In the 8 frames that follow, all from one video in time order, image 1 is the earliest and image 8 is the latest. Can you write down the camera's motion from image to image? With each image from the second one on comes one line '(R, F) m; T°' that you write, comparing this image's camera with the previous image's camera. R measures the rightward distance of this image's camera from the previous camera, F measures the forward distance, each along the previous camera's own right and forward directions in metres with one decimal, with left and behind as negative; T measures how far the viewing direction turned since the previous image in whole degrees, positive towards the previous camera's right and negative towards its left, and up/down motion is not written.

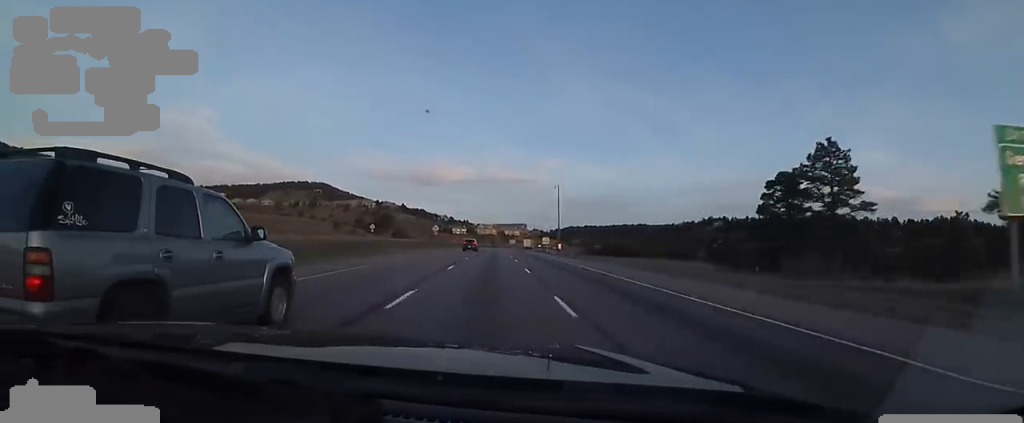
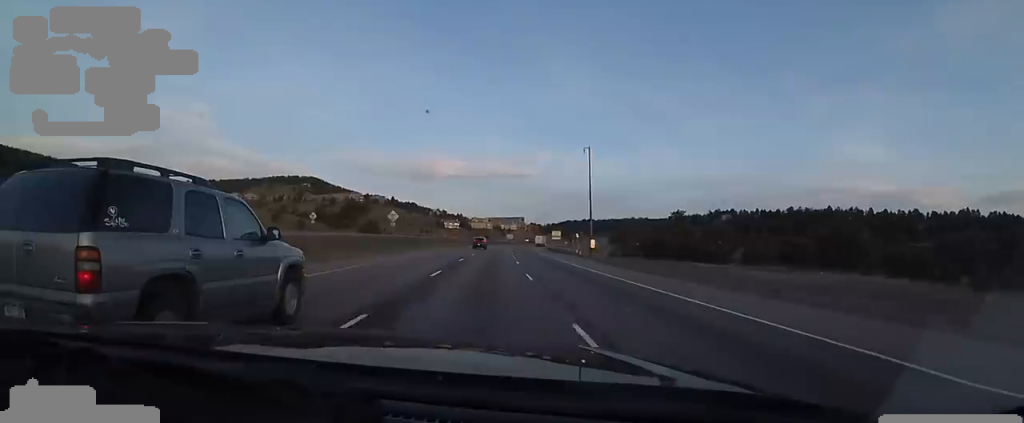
(0.0, +40.0) m; 0°
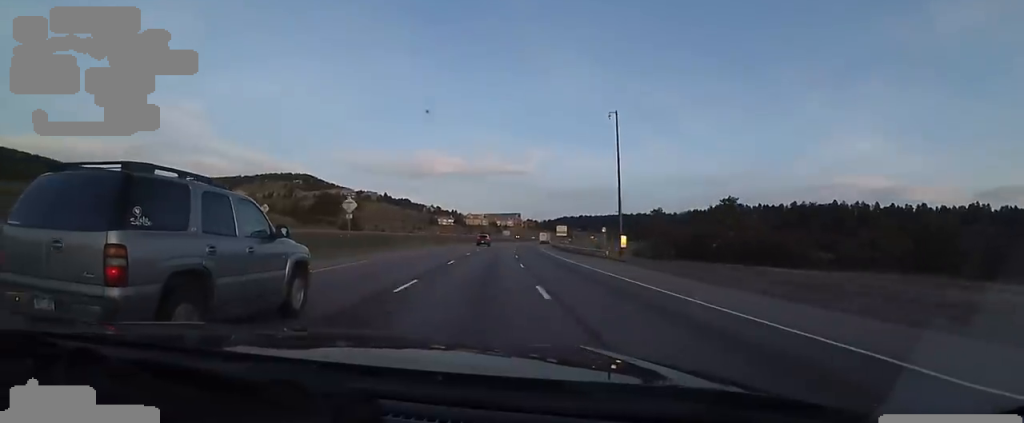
(0.0, +18.0) m; 0°
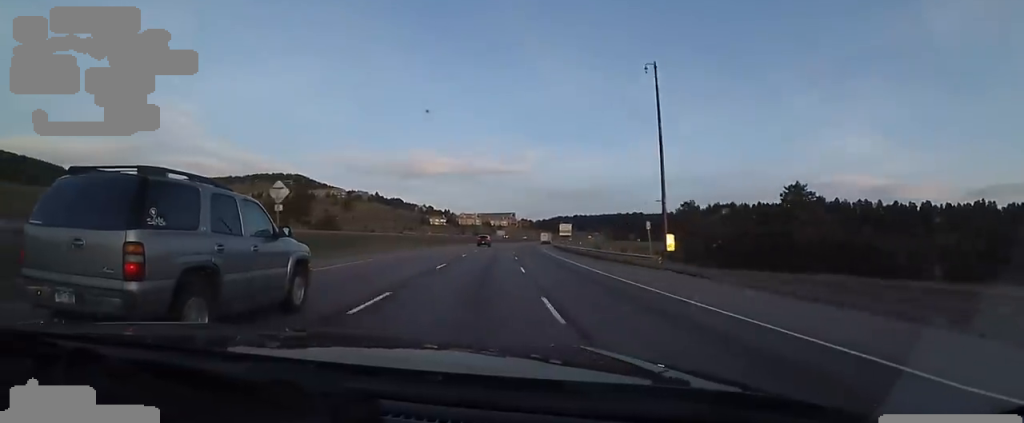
(0.0, +14.9) m; +1°
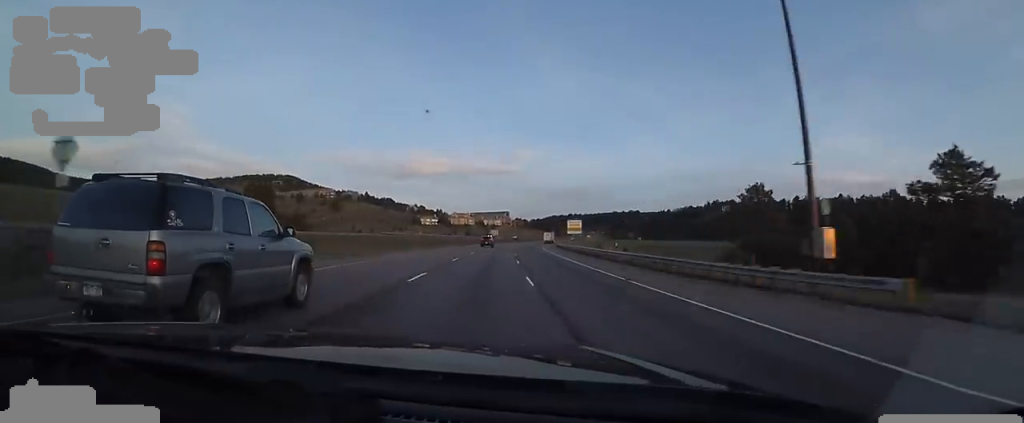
(-0.2, +18.2) m; +2°
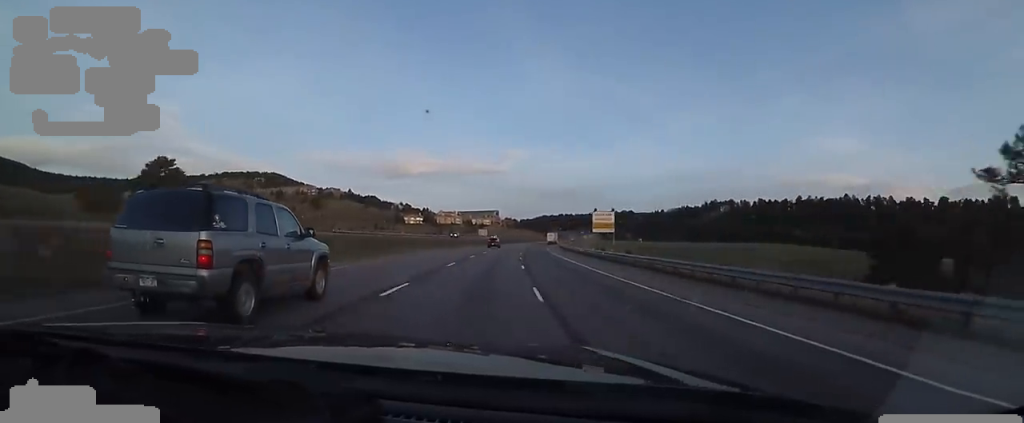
(+1.0, +28.1) m; +3°
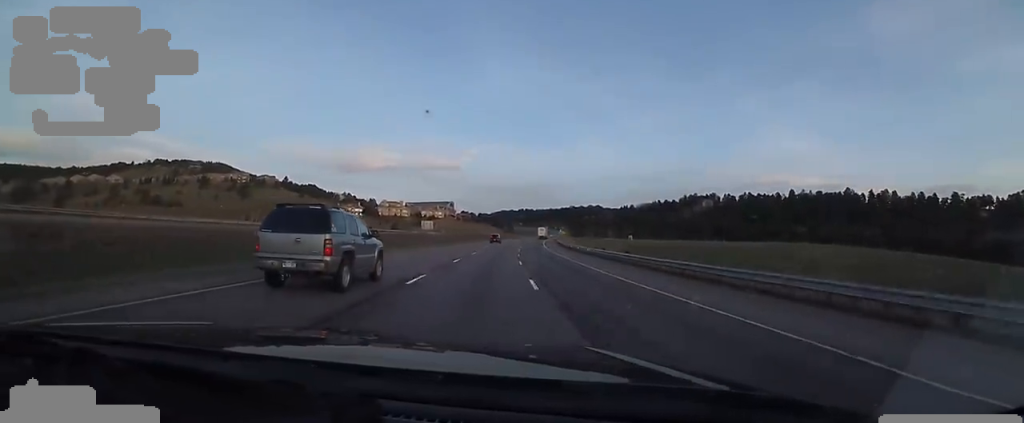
(+3.2, +69.3) m; +4°
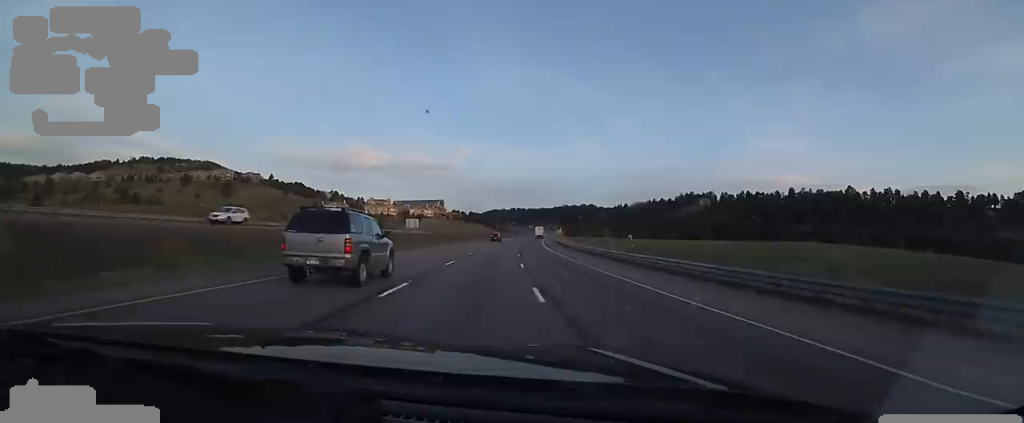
(+0.1, +14.6) m; +1°
